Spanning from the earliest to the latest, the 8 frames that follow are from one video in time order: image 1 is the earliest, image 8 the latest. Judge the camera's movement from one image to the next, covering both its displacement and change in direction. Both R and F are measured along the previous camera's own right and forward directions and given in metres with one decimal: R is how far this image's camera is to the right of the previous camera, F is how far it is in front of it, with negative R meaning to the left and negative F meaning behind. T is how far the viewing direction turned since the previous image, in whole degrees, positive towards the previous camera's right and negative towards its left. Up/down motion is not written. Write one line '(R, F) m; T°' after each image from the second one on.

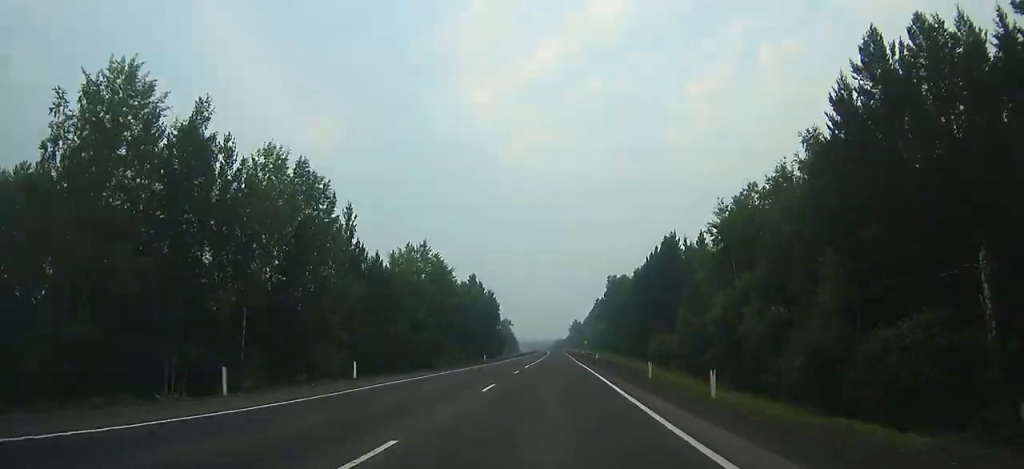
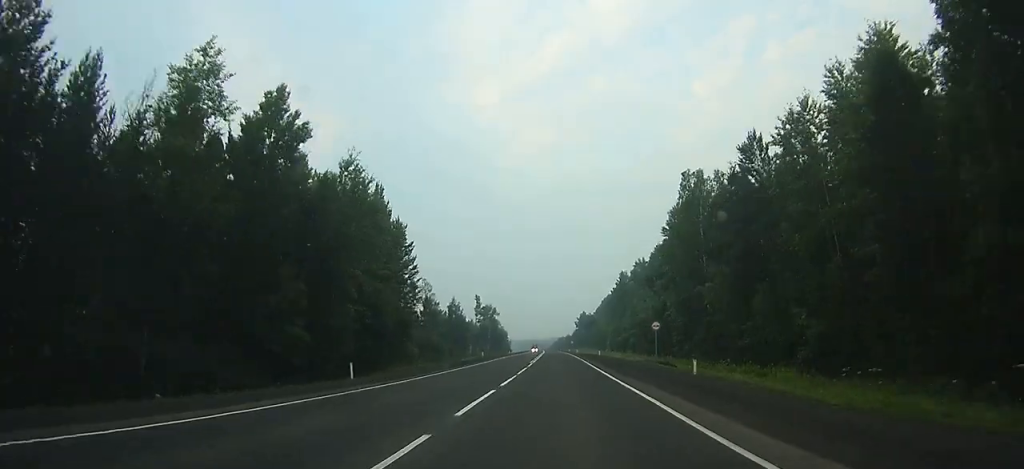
(-1.0, +96.9) m; -1°
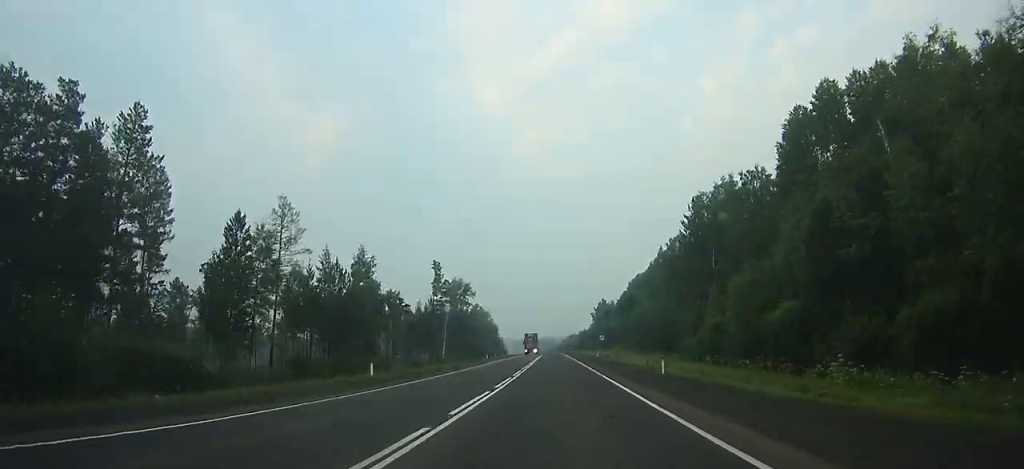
(-0.5, +94.5) m; -1°
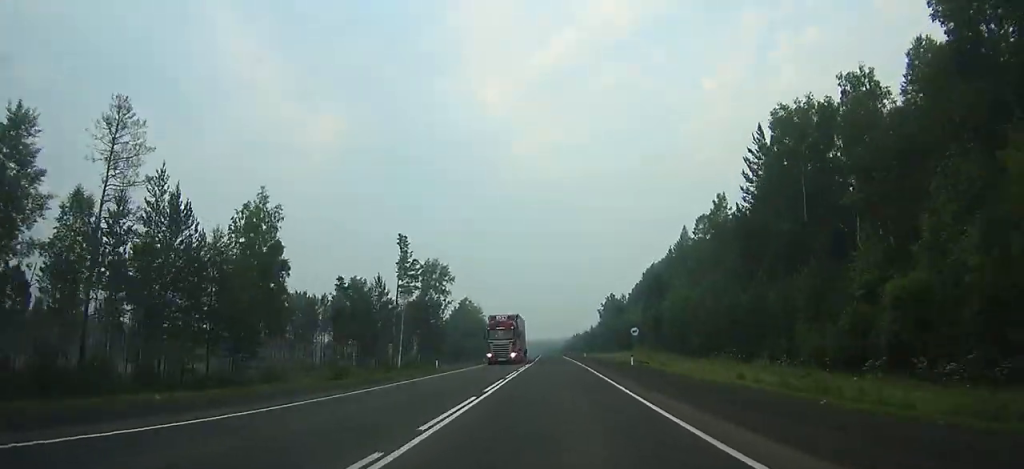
(+0.1, +35.1) m; 0°
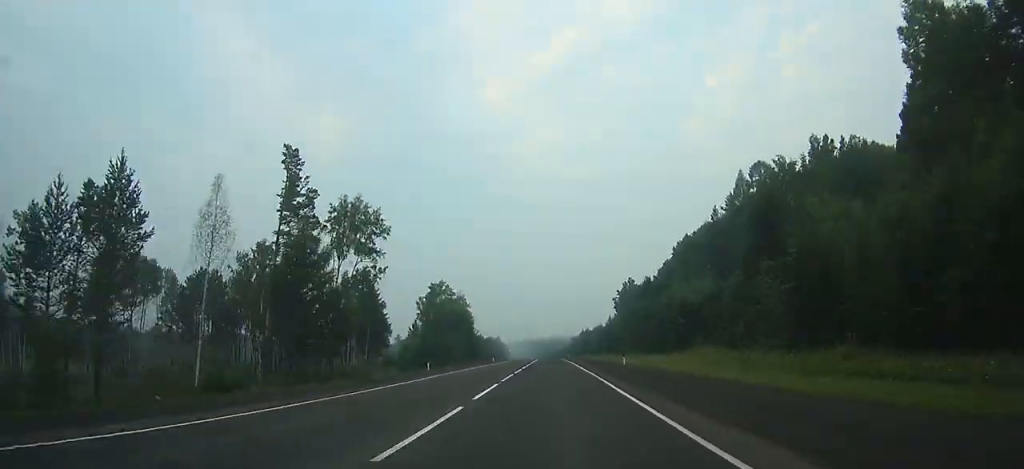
(-0.3, +51.2) m; -1°
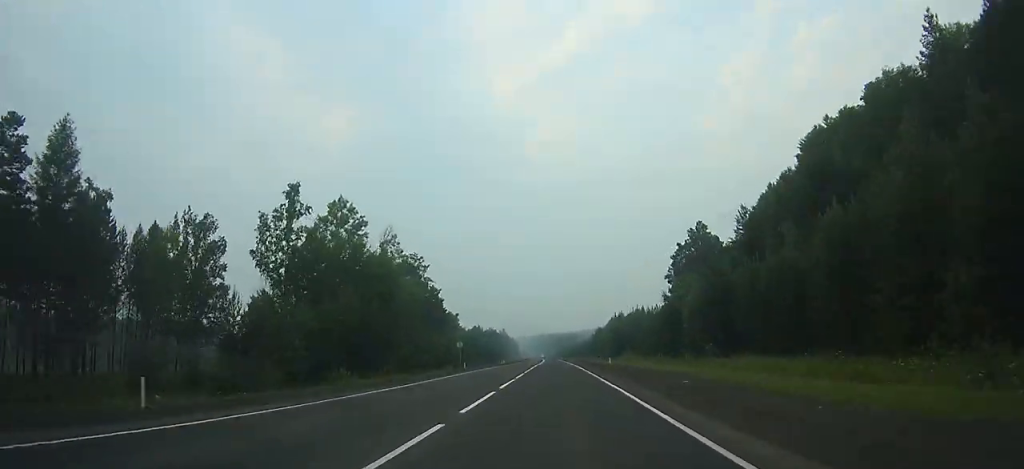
(-0.7, +82.1) m; -1°
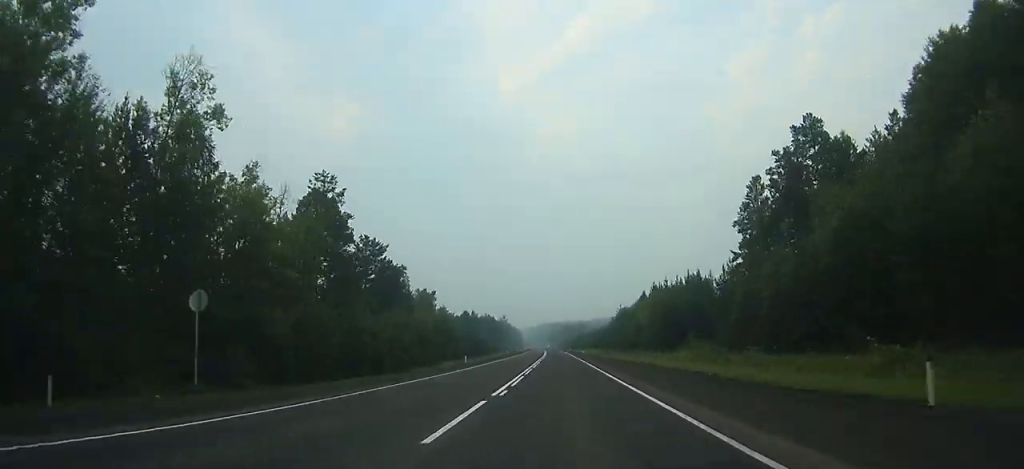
(-0.4, +52.1) m; -1°
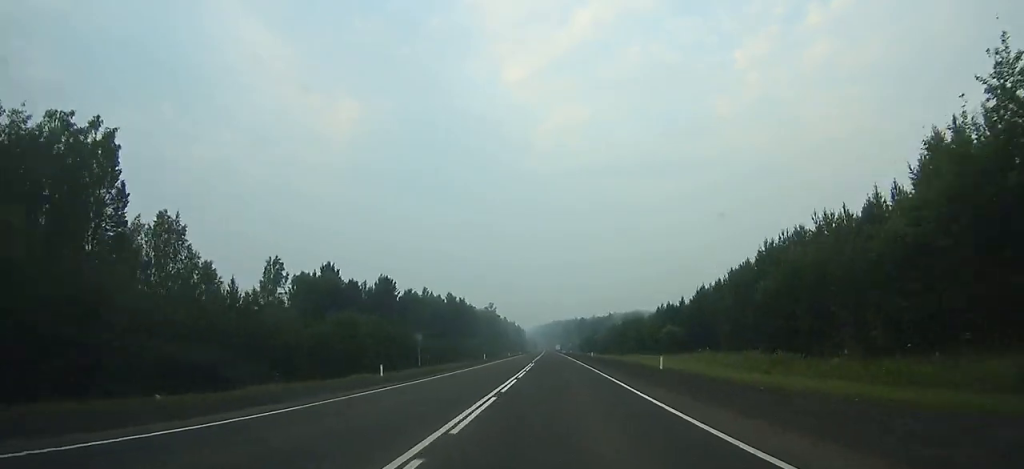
(-1.3, +127.3) m; -1°
